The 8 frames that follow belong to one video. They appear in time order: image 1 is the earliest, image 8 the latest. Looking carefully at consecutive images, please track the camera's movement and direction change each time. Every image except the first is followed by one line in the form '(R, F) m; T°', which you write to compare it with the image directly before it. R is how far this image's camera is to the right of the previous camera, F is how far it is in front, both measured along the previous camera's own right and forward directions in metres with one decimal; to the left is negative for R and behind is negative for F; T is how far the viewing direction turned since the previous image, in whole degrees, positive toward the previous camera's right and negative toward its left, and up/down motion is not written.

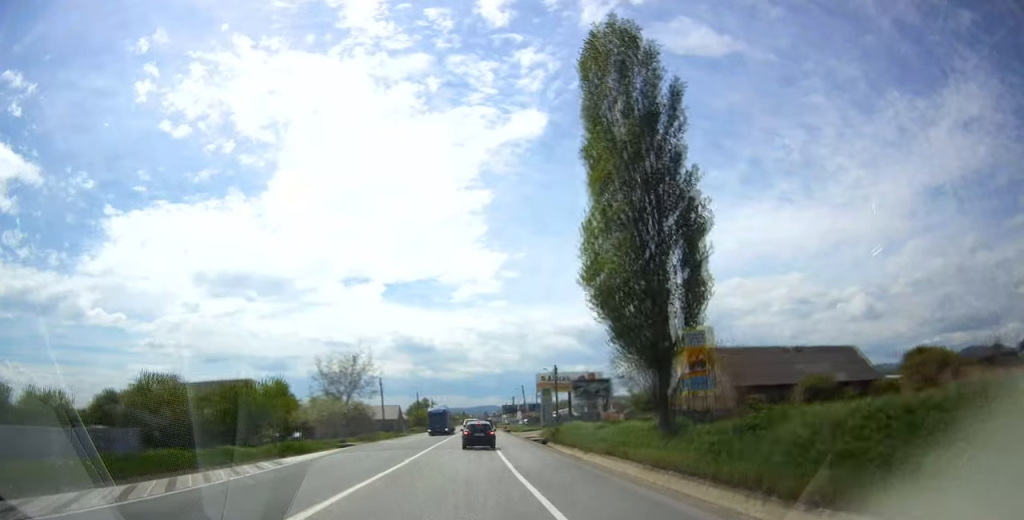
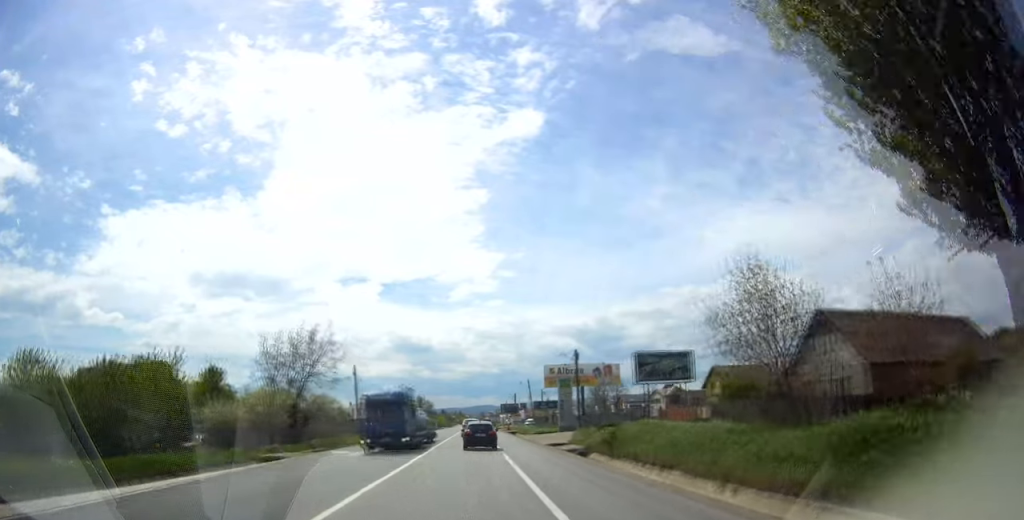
(0.0, +18.3) m; 0°
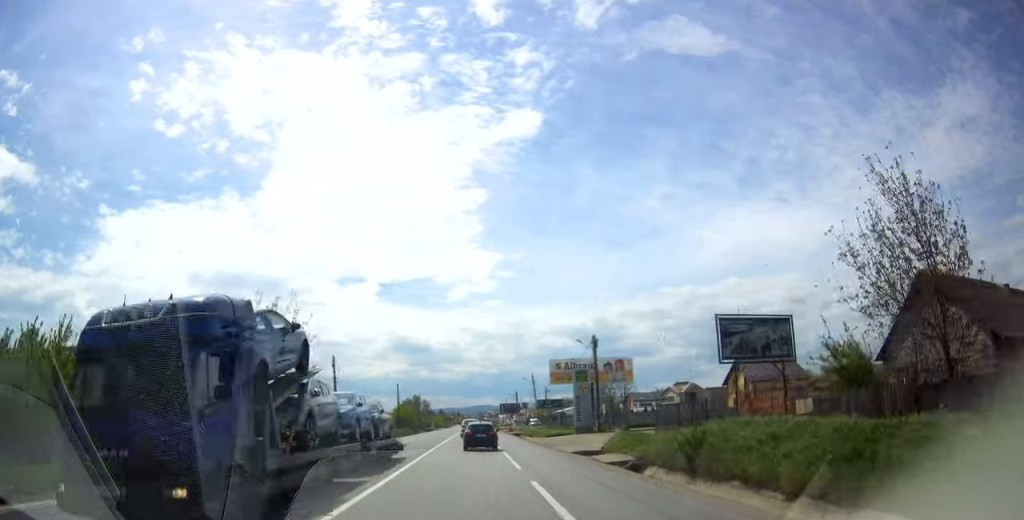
(-0.1, +10.6) m; +1°
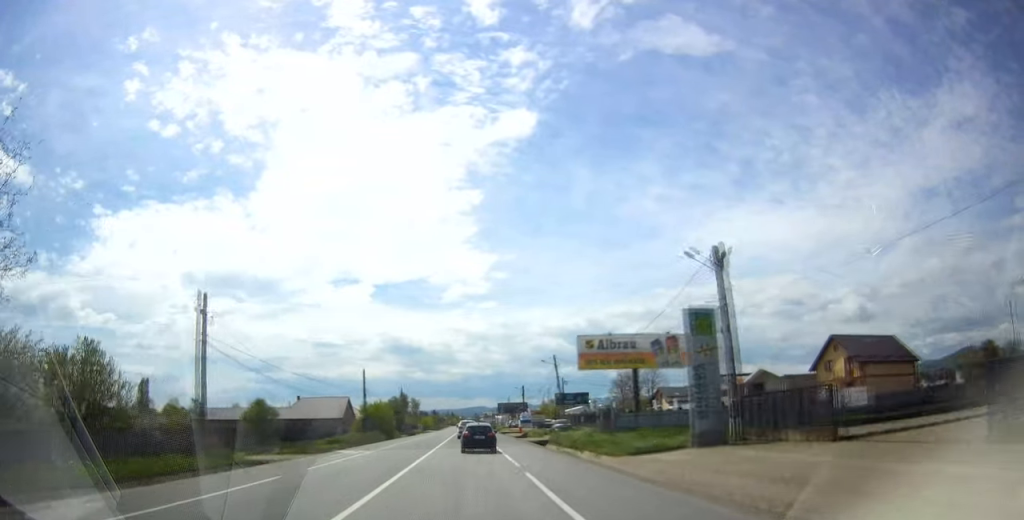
(+0.4, +29.5) m; 0°
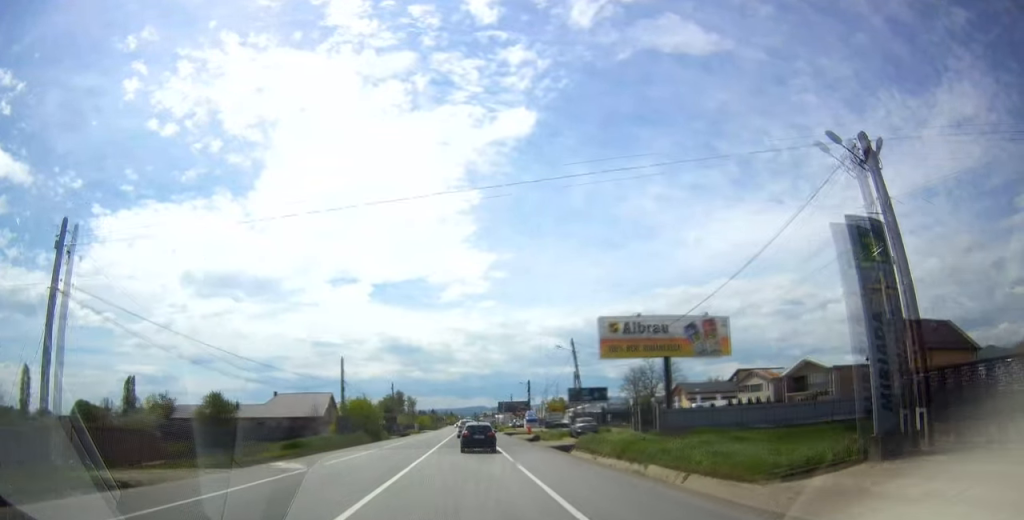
(-0.1, +11.0) m; 0°
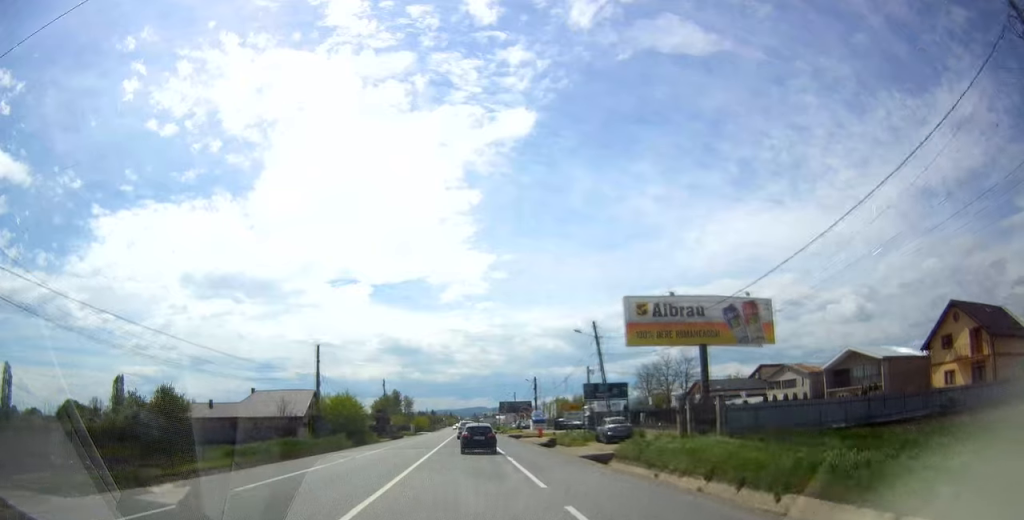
(-0.1, +9.5) m; +1°
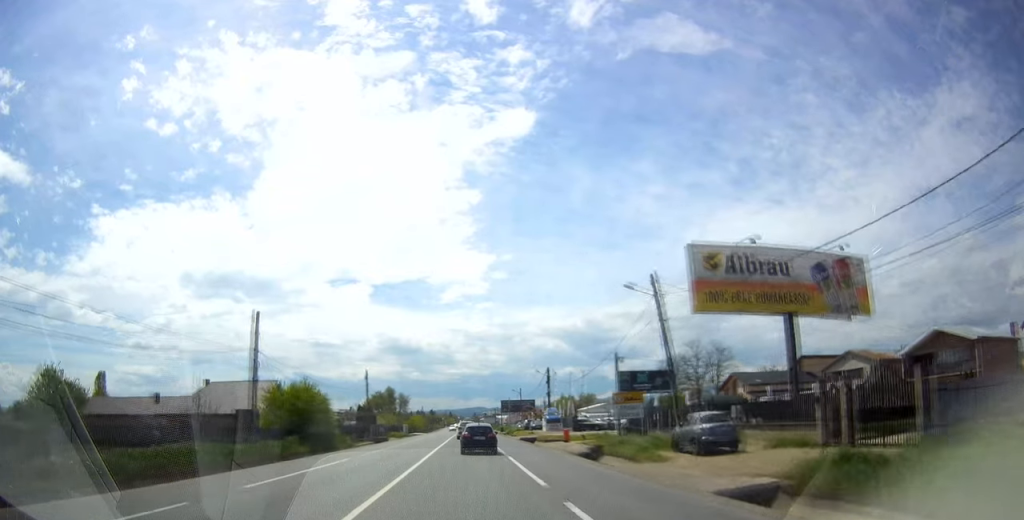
(+0.2, +14.3) m; 0°
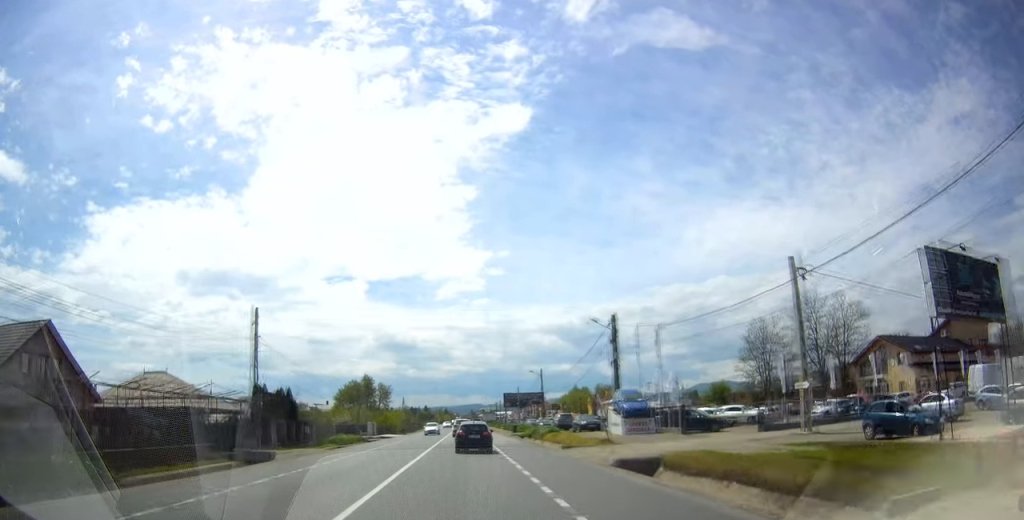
(-0.1, +36.4) m; 0°
